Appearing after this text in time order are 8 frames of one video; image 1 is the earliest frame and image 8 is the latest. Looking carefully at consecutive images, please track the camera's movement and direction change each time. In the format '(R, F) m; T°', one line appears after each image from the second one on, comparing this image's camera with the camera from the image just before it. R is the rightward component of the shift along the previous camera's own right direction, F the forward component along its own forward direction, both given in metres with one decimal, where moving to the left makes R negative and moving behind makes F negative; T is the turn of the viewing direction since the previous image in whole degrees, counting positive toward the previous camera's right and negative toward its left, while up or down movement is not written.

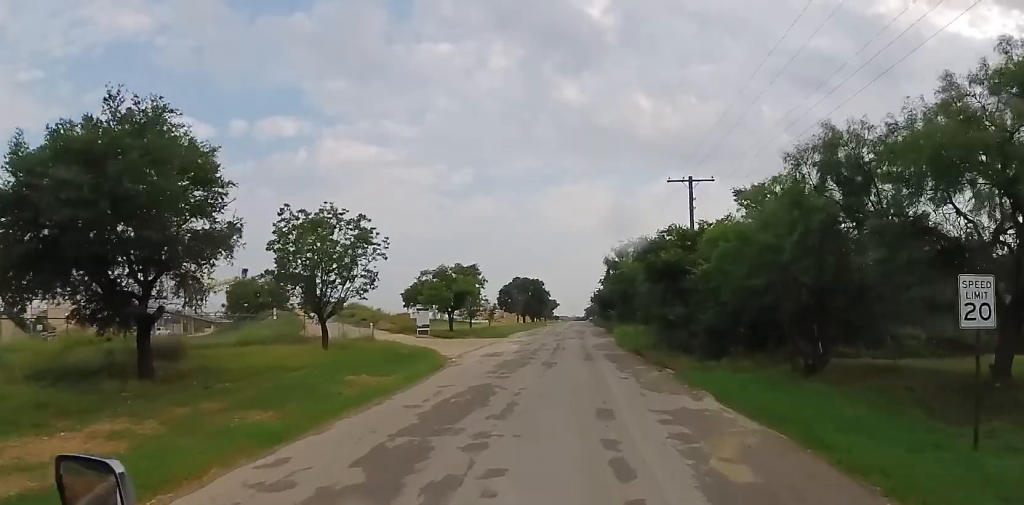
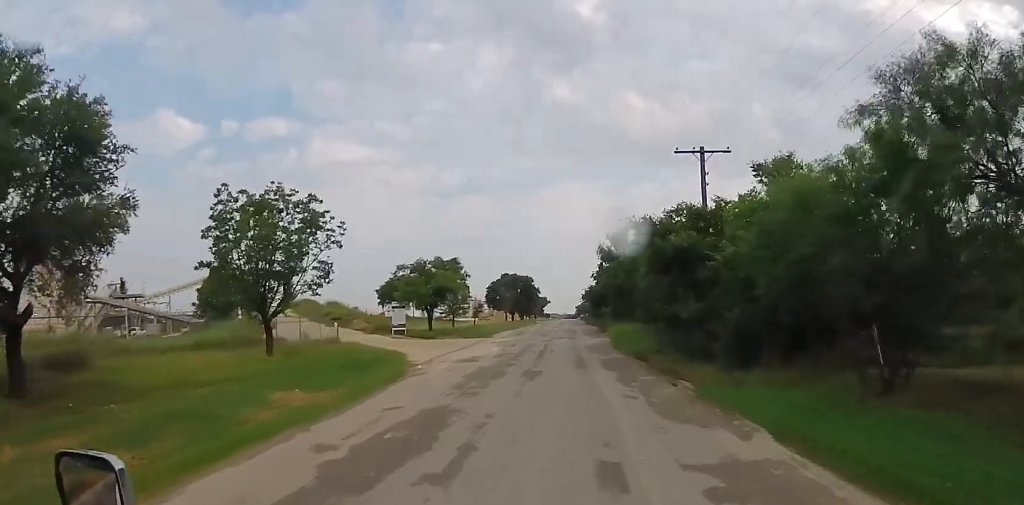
(0.0, +5.6) m; 0°
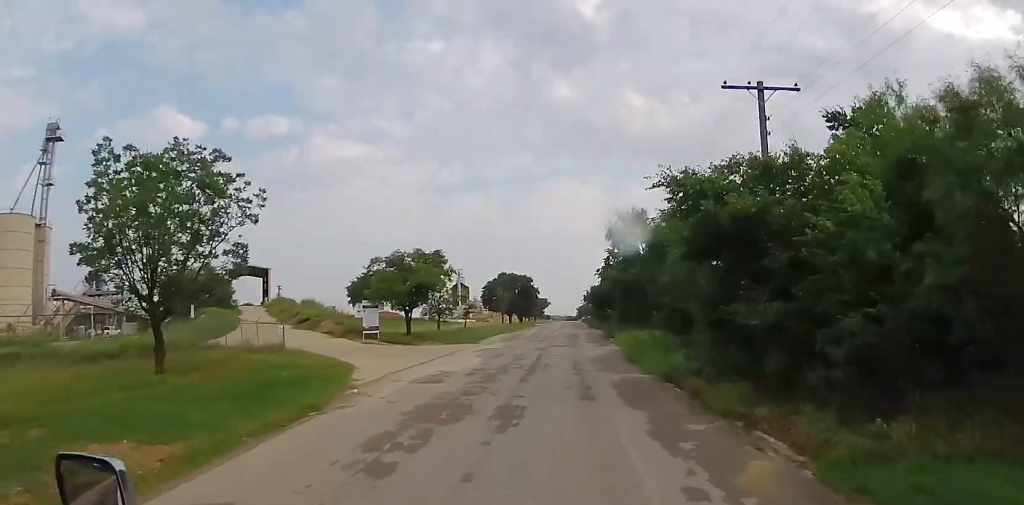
(0.0, +8.7) m; 0°
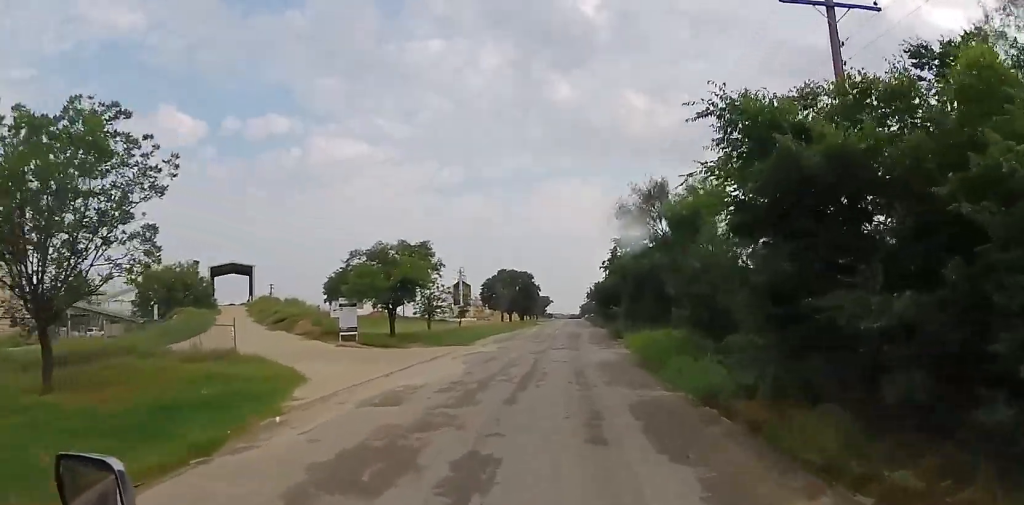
(0.0, +5.7) m; 0°
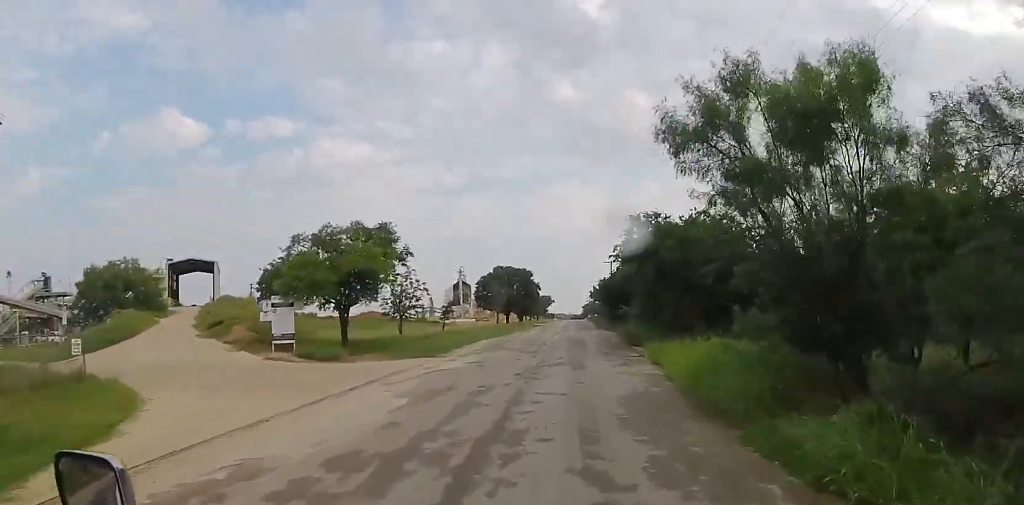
(0.0, +11.0) m; 0°
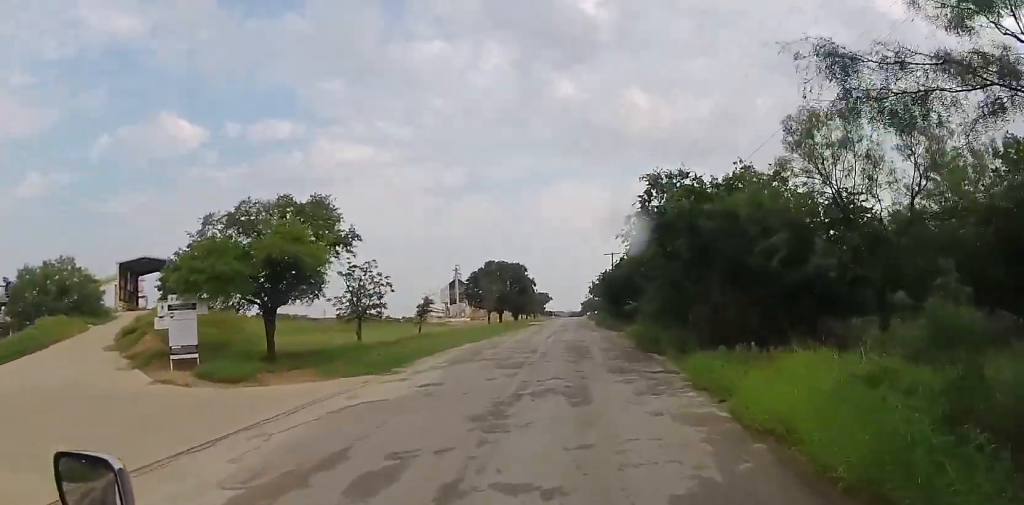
(0.0, +9.7) m; 0°
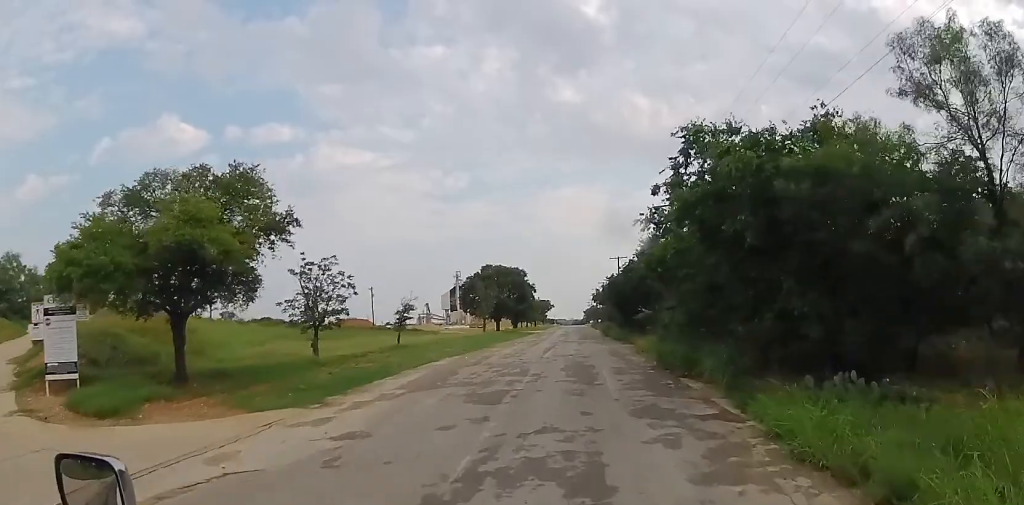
(0.0, +7.5) m; 0°
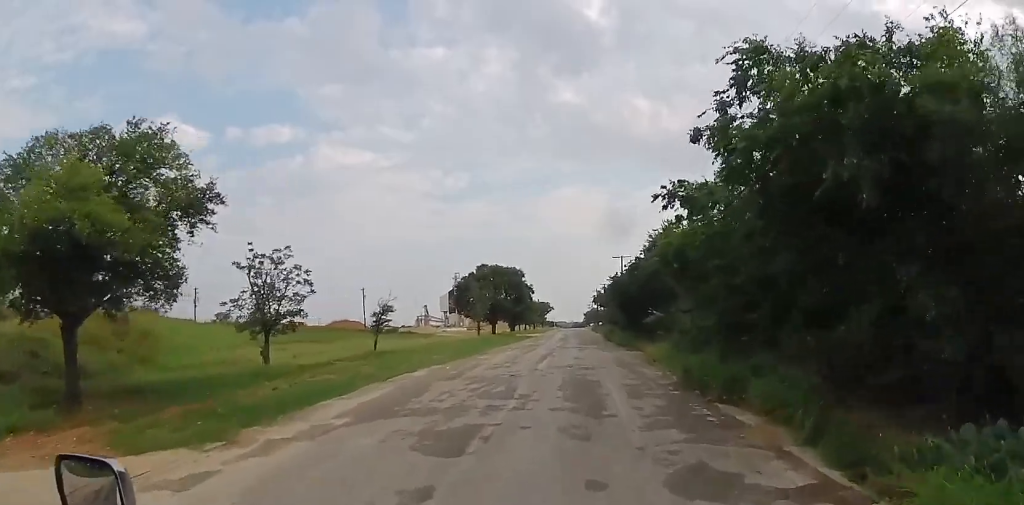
(0.0, +5.8) m; 0°
